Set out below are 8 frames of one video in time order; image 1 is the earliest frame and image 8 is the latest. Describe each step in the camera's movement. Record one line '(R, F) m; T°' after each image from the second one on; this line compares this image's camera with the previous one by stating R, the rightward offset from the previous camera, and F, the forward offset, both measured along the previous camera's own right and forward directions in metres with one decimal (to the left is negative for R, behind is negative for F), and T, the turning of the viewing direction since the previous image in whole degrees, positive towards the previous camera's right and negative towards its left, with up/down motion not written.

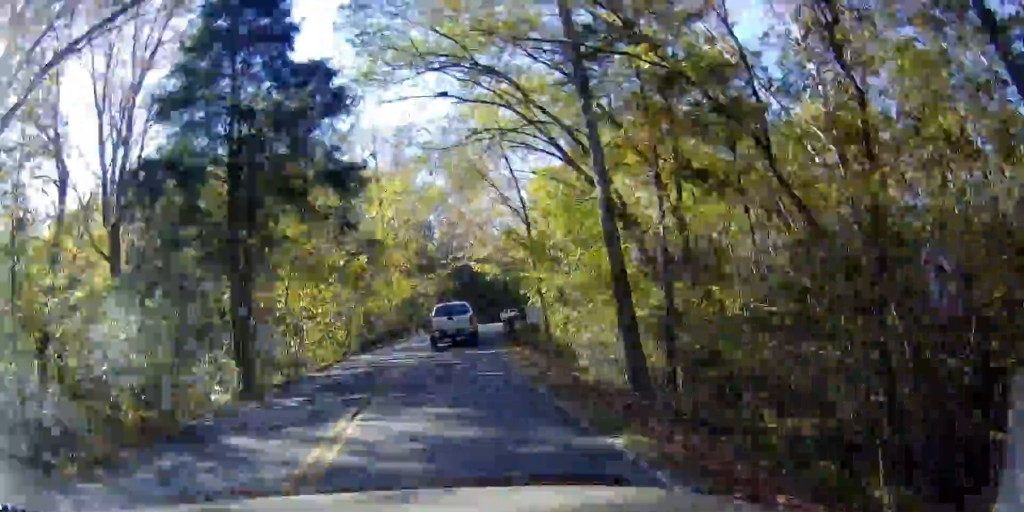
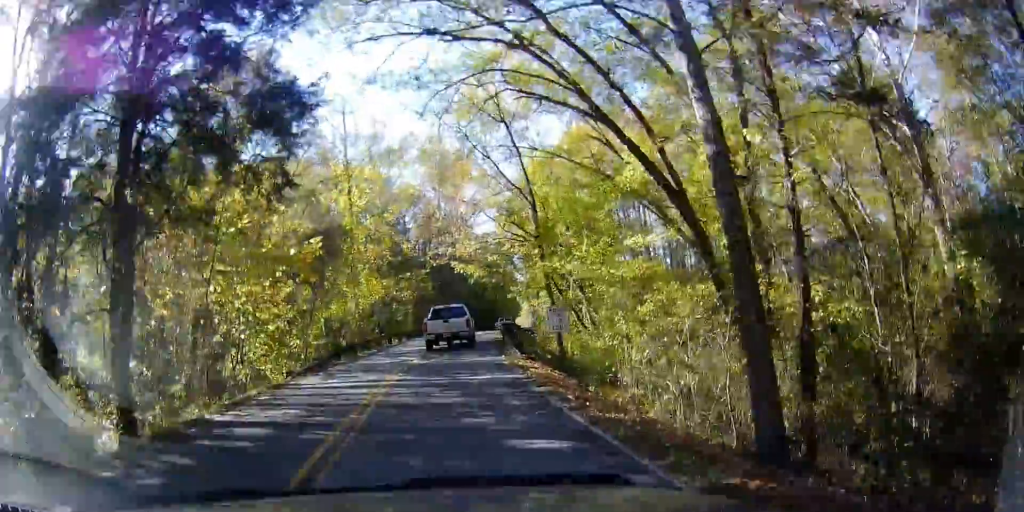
(+0.1, +7.2) m; +2°
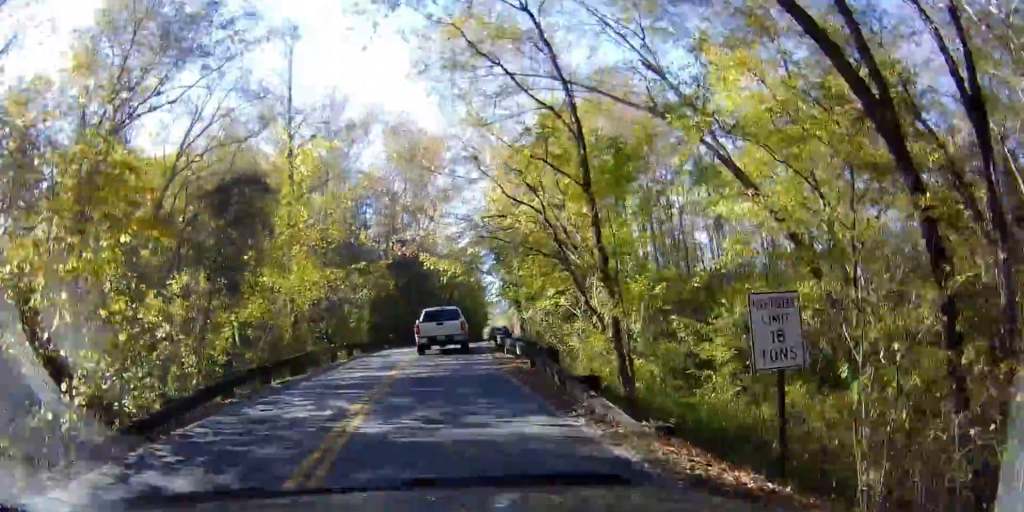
(+0.3, +11.2) m; +3°
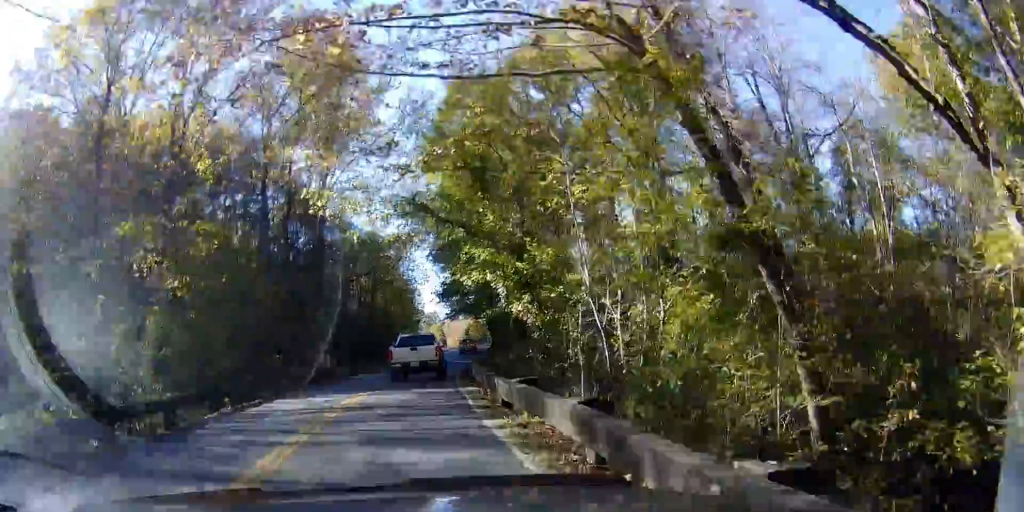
(+2.1, +25.1) m; +8°
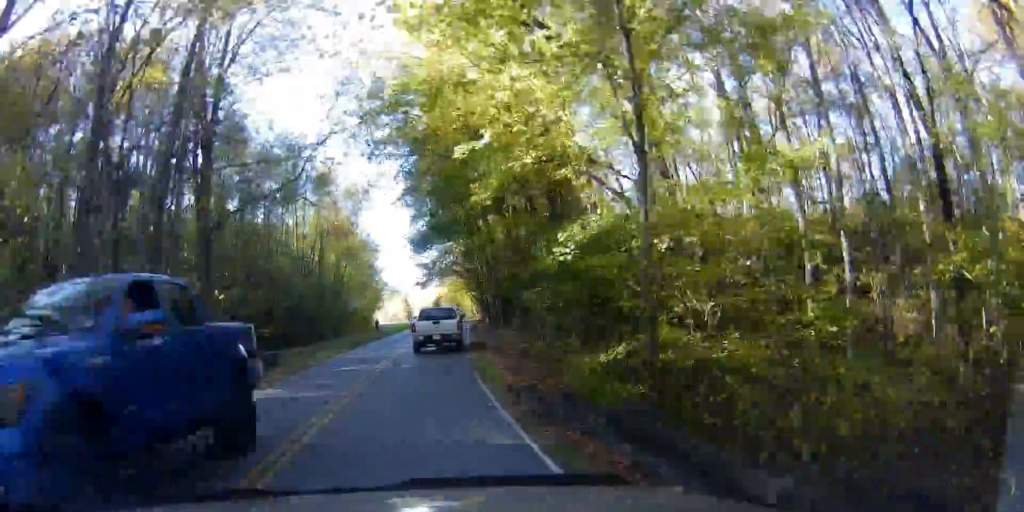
(+0.3, +19.3) m; 0°
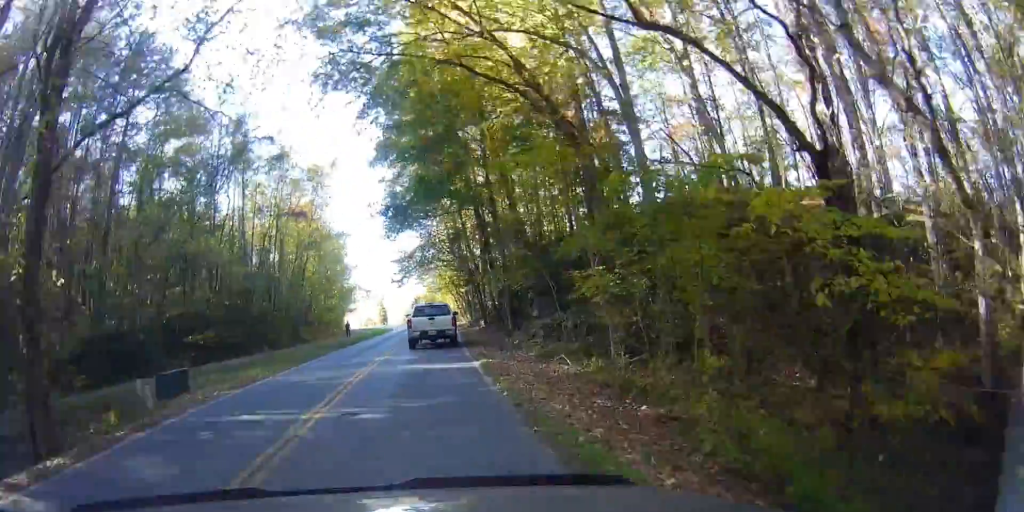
(-0.3, +10.0) m; +1°
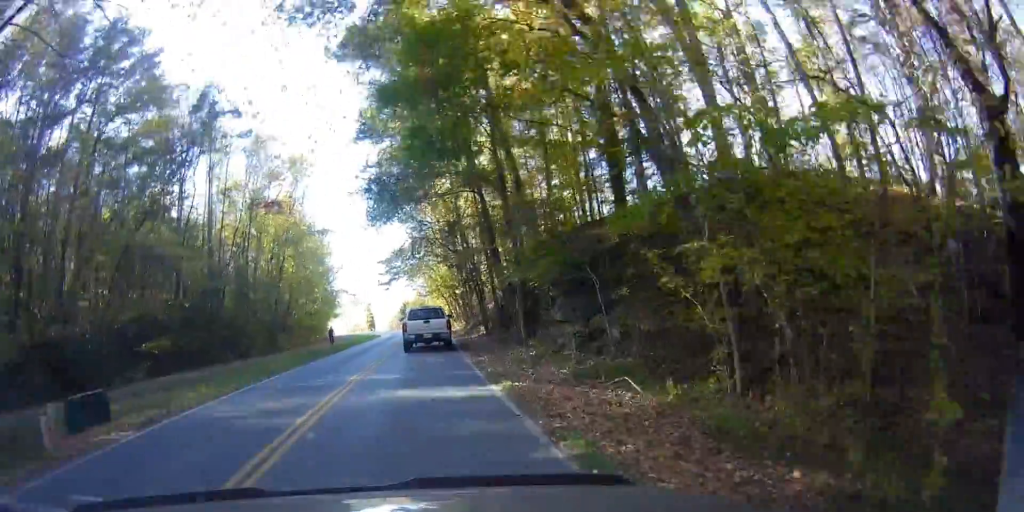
(+0.4, +4.9) m; 0°
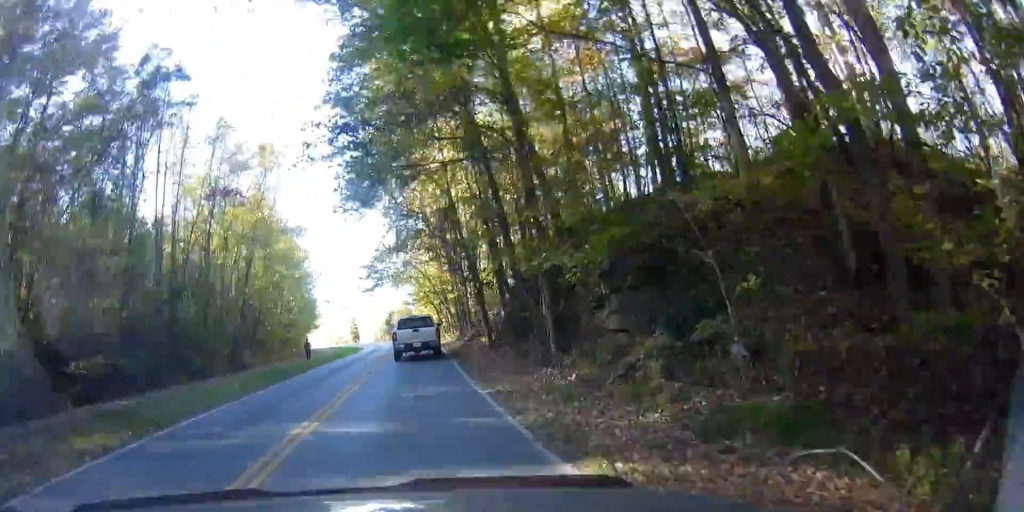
(+0.1, +5.6) m; -1°
